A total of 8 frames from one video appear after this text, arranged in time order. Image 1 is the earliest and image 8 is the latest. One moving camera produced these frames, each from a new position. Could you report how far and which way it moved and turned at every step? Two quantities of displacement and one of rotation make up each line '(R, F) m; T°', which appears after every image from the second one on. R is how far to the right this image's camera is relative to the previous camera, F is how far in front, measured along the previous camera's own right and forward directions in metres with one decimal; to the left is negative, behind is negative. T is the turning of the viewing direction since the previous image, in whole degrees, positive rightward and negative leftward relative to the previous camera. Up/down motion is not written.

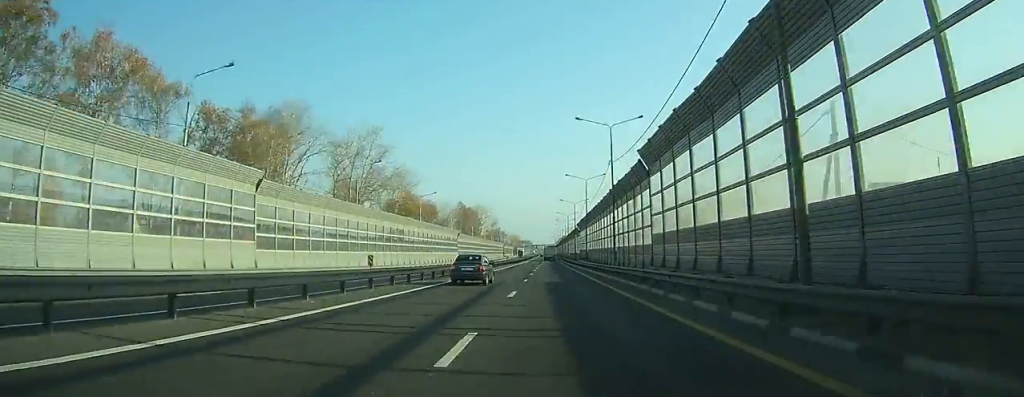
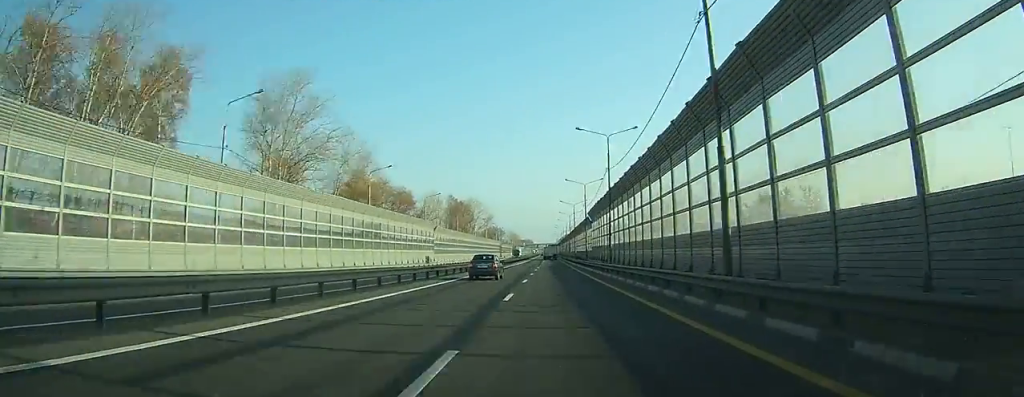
(-0.1, +24.4) m; 0°
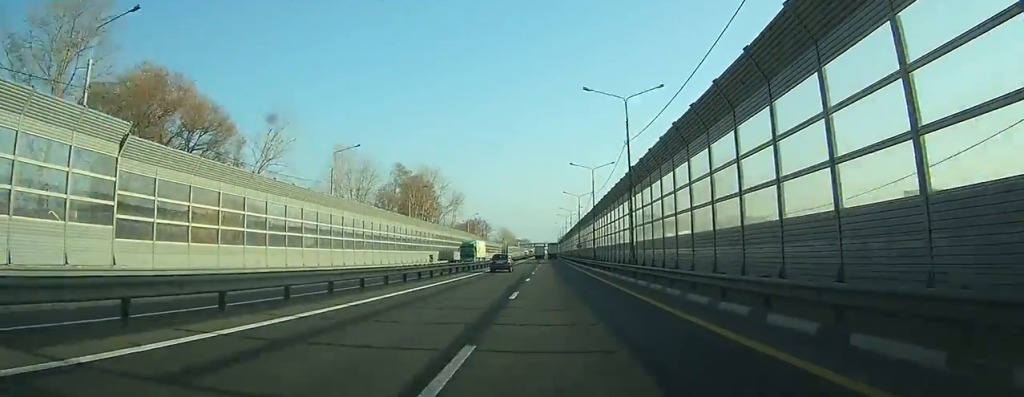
(+0.1, +69.5) m; 0°
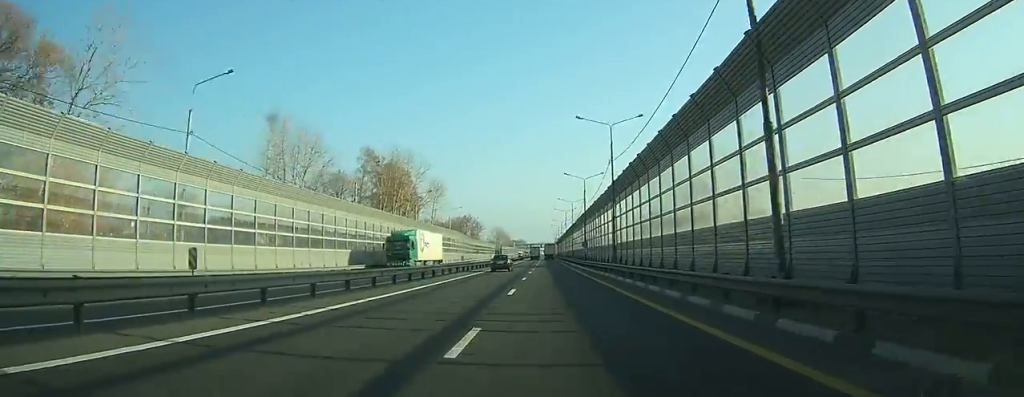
(-0.1, +22.2) m; 0°
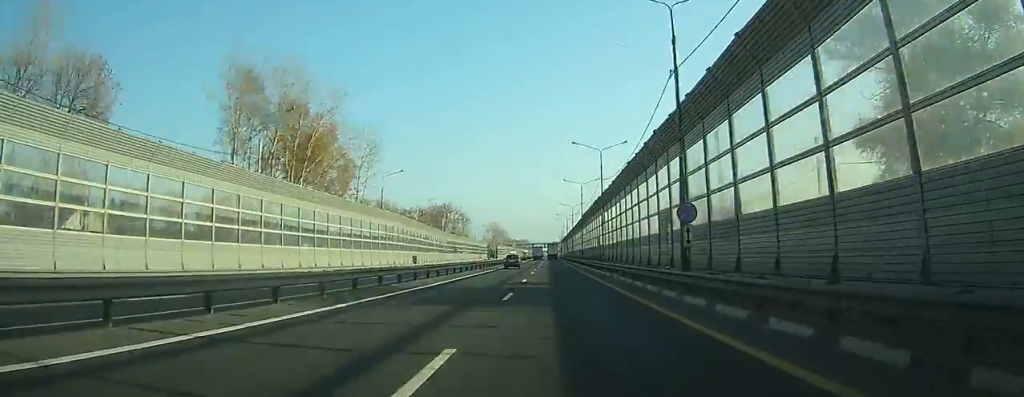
(+0.3, +53.4) m; 0°
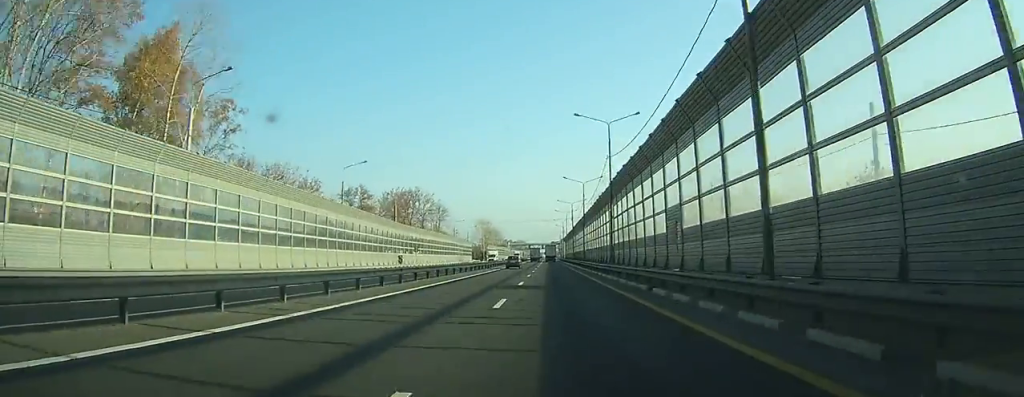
(-0.3, +41.4) m; -1°
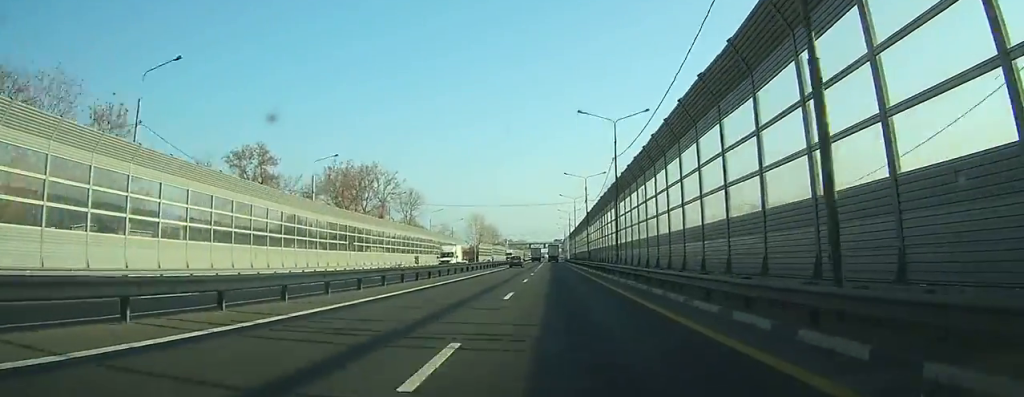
(-0.1, +32.9) m; 0°
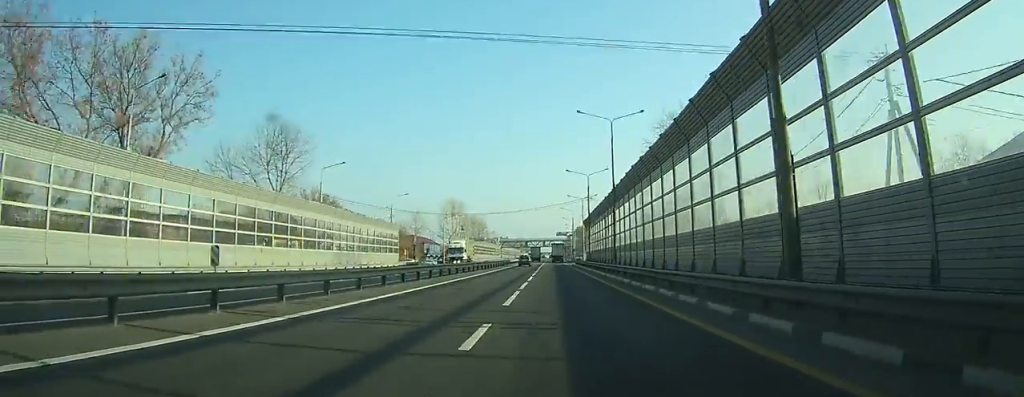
(0.0, +56.9) m; 0°
